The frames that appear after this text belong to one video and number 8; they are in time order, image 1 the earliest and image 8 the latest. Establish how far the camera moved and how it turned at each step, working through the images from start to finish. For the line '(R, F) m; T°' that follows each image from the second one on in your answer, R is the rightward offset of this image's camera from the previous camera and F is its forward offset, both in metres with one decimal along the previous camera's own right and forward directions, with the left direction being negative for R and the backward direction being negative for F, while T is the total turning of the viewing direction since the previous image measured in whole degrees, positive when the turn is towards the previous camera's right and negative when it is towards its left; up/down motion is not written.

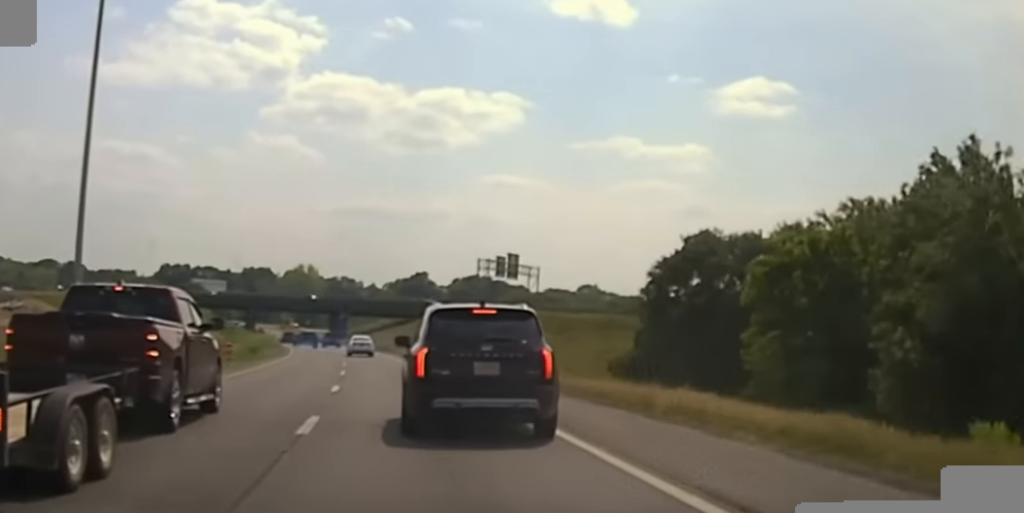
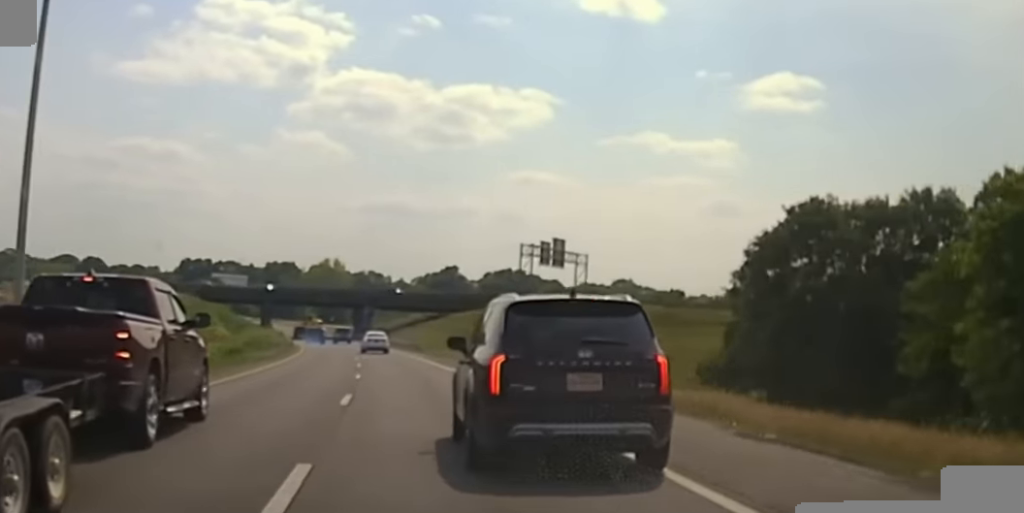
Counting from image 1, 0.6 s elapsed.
(0.0, +19.9) m; -1°
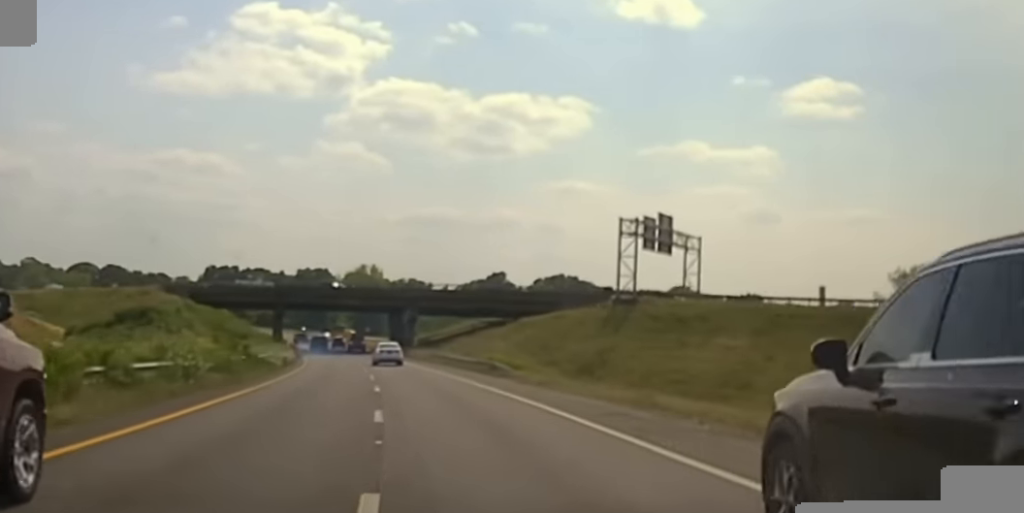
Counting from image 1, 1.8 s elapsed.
(-3.1, +43.0) m; -10°
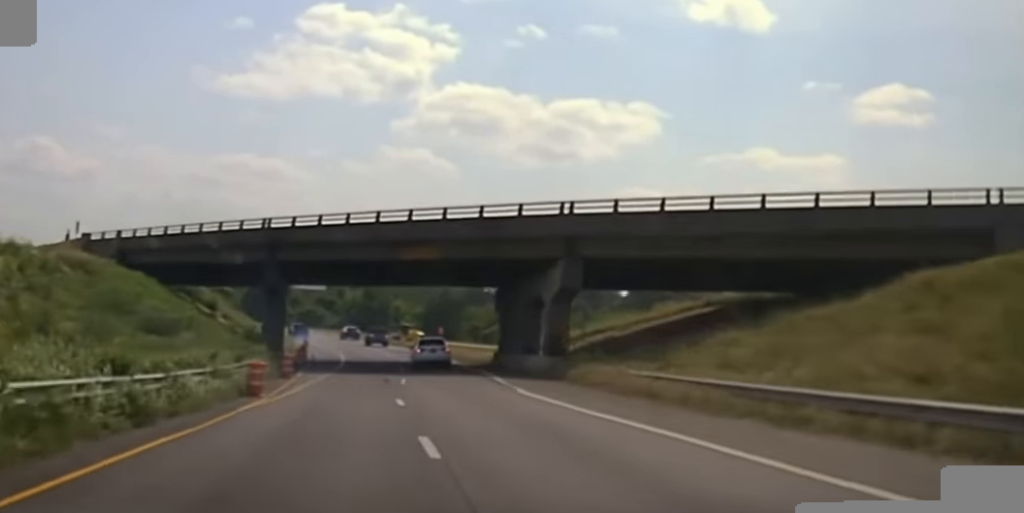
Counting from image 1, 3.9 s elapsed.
(-6.1, +70.4) m; -6°
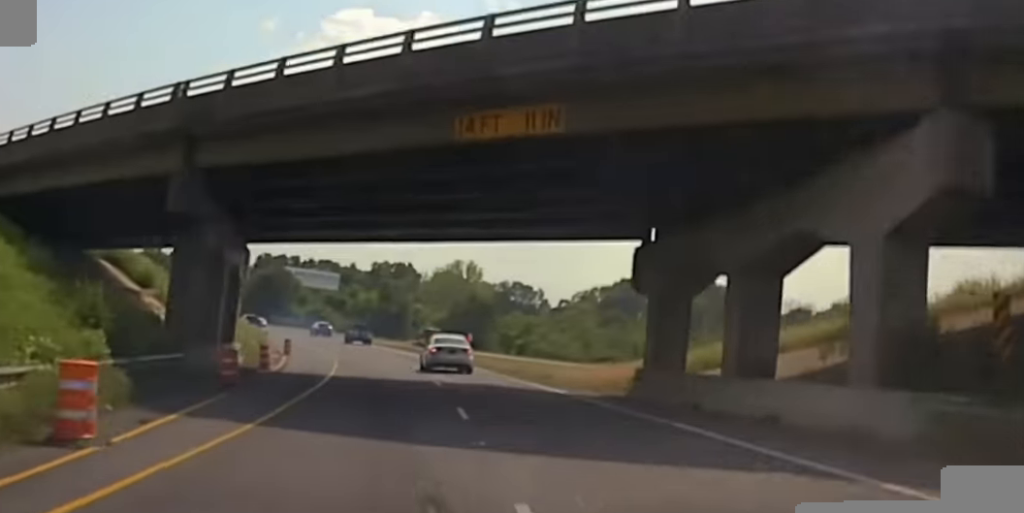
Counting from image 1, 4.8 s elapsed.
(-0.3, +32.3) m; -2°
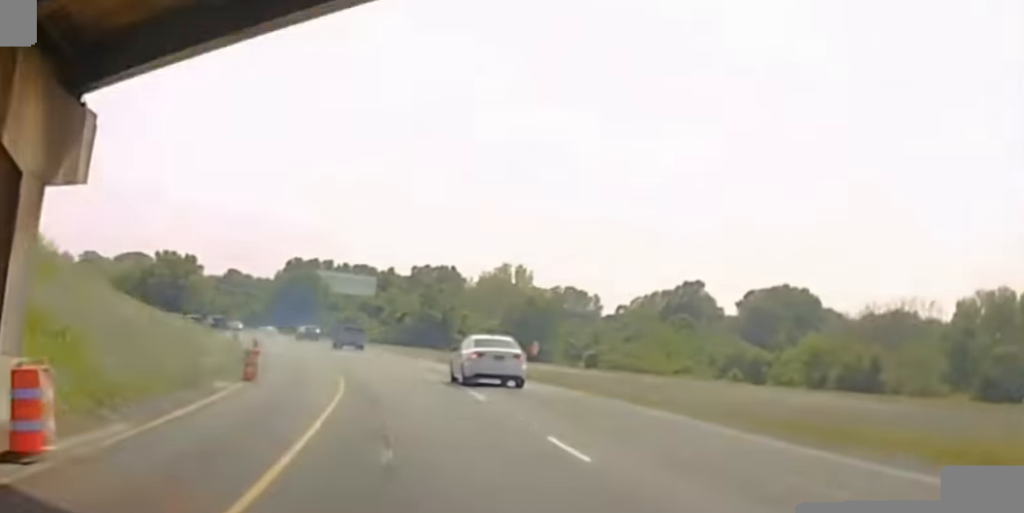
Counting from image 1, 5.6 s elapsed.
(-0.3, +28.9) m; -3°
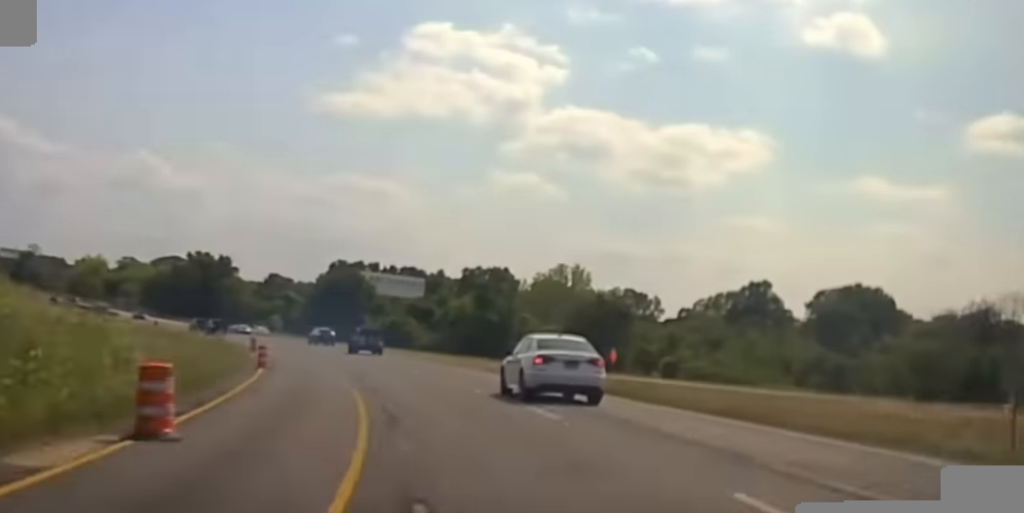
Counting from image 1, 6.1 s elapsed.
(-0.9, +19.8) m; -3°
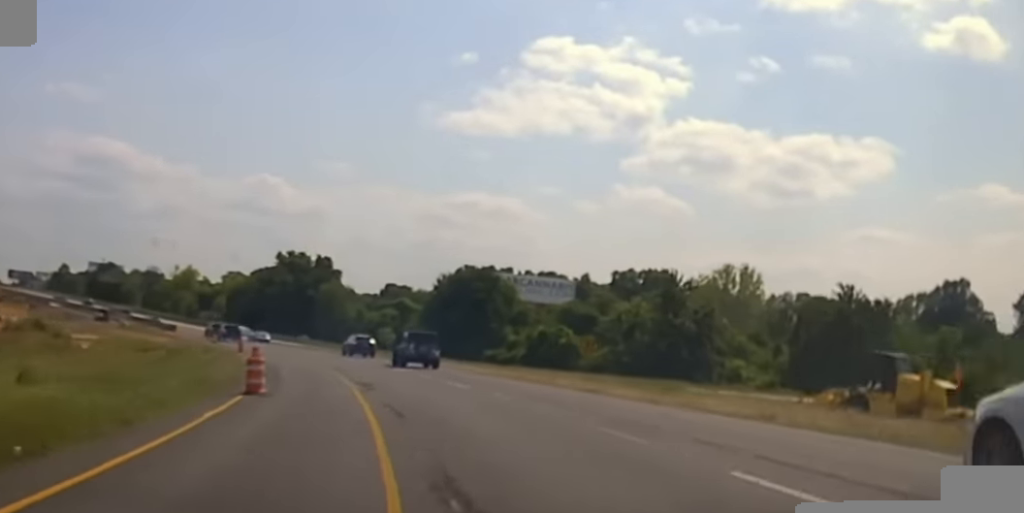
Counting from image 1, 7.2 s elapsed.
(-2.3, +44.6) m; -7°
